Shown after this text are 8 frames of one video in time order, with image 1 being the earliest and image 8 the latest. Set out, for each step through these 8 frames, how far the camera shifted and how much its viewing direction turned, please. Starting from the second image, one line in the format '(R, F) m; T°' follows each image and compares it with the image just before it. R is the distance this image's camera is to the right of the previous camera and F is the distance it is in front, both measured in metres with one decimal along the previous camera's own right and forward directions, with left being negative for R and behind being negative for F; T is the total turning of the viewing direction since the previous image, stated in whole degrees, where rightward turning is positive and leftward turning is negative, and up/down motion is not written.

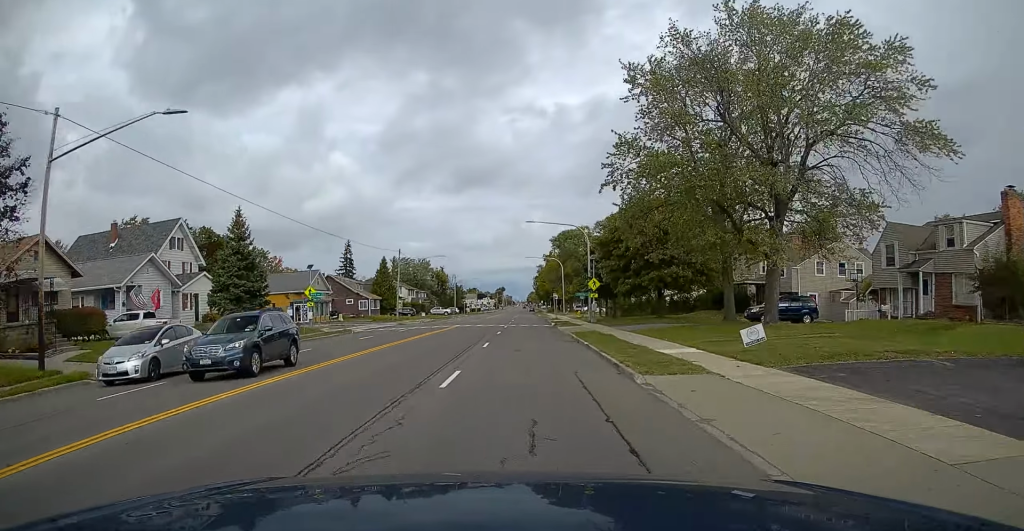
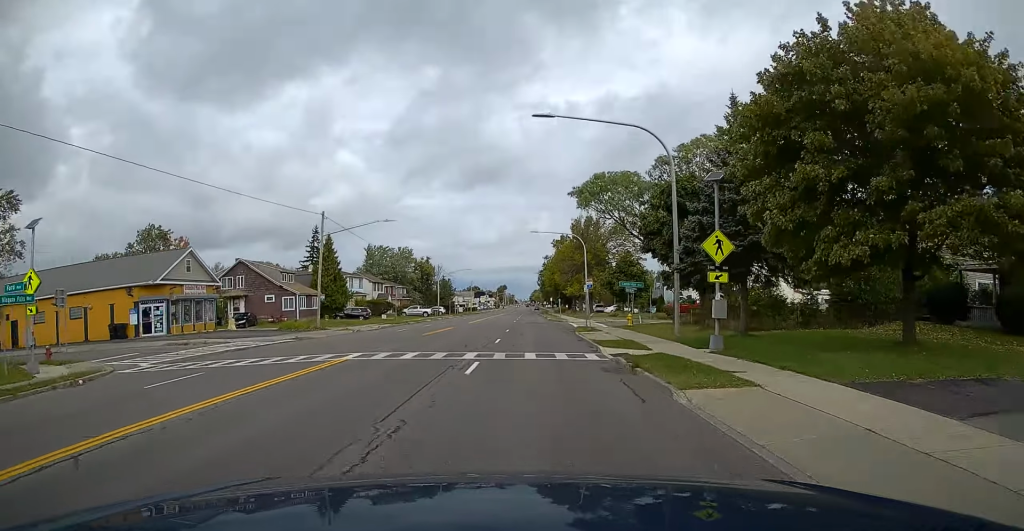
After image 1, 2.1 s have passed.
(-0.1, +33.8) m; 0°
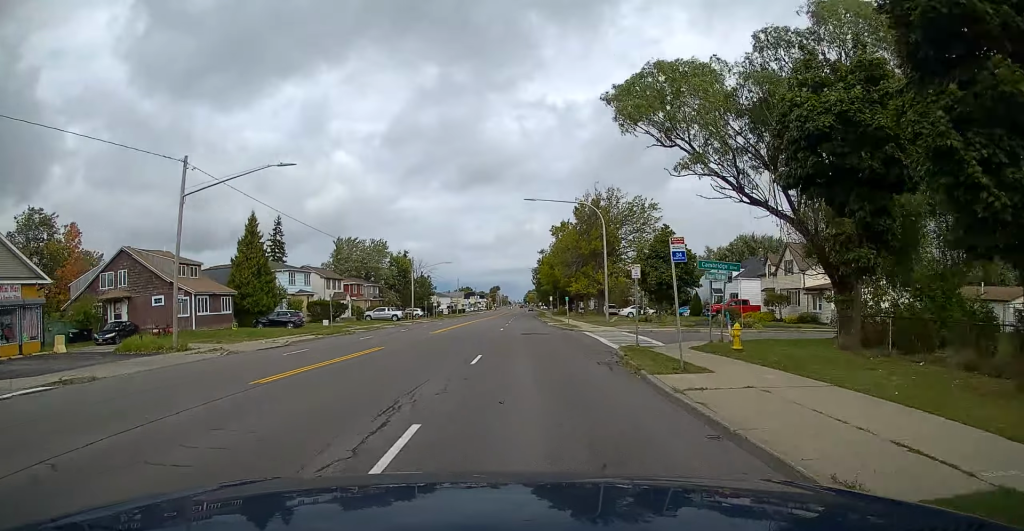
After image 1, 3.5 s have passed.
(0.0, +21.9) m; 0°
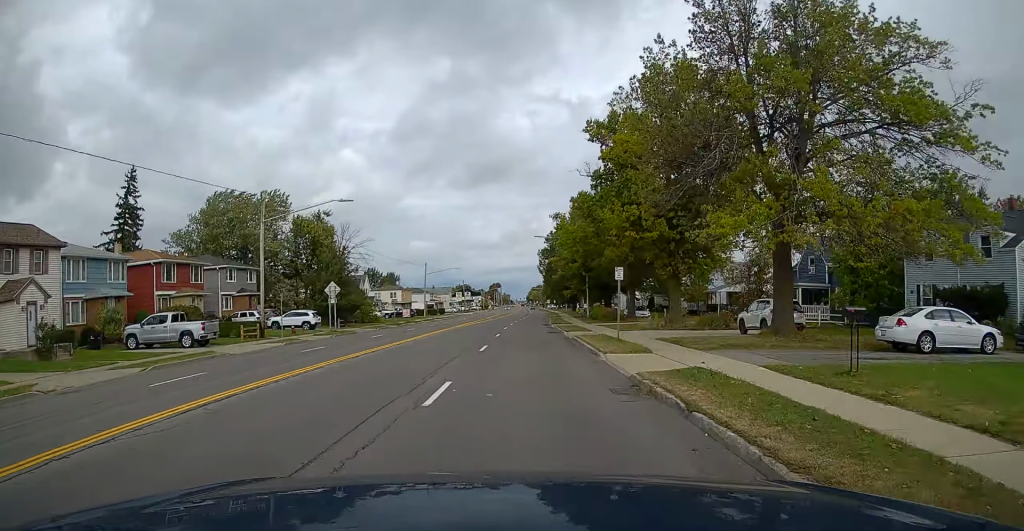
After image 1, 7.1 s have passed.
(0.0, +58.9) m; 0°
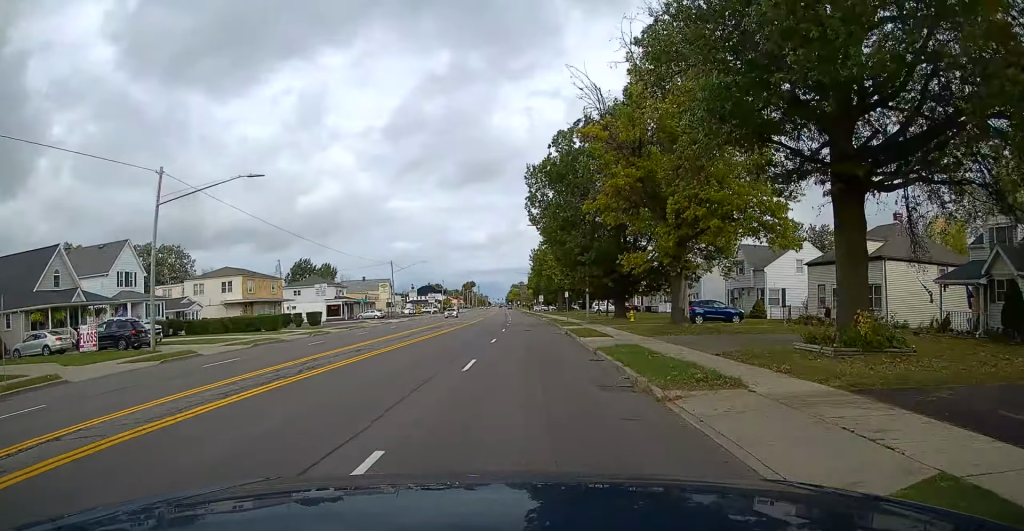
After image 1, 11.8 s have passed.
(+1.0, +80.0) m; +1°
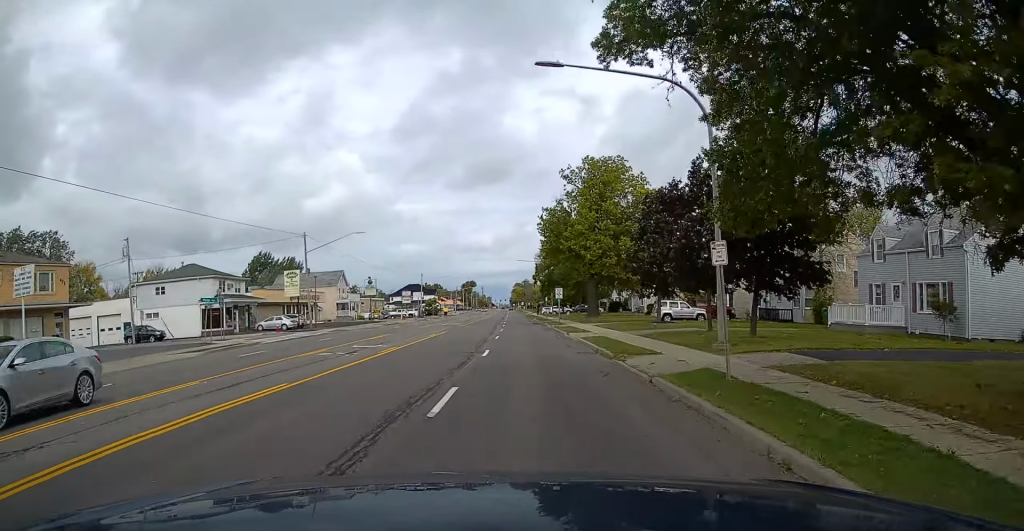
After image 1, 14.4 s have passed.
(+0.2, +43.9) m; 0°
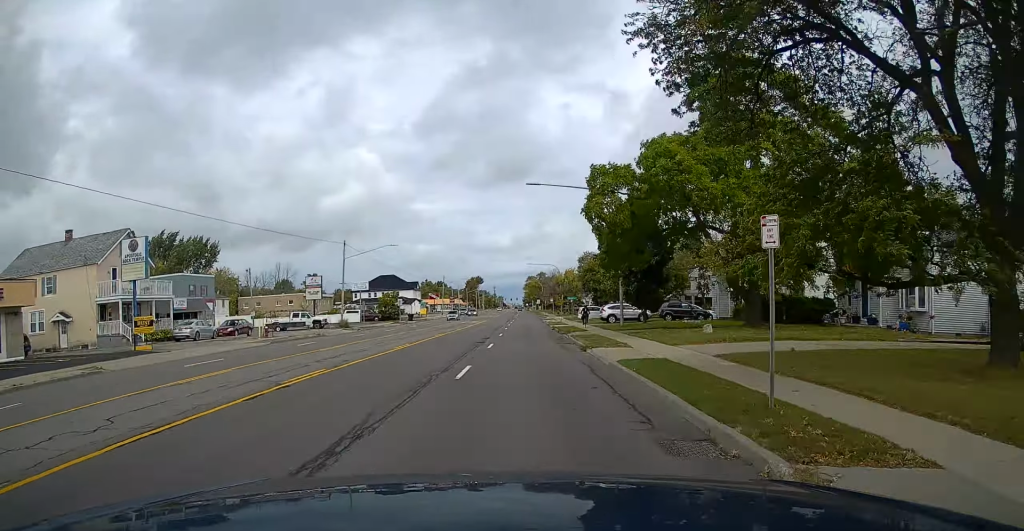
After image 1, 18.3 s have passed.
(-0.5, +67.7) m; -1°
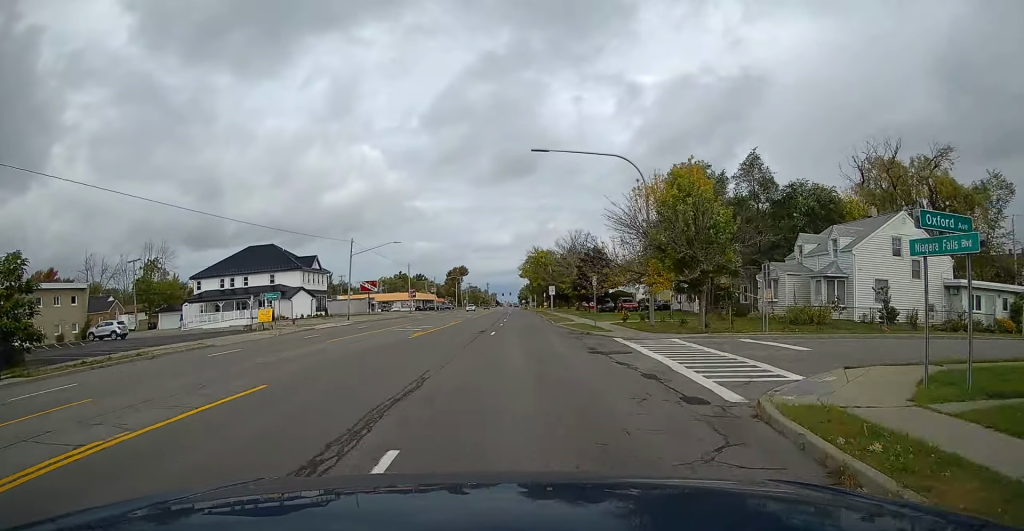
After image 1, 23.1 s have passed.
(-1.0, +83.8) m; -1°
